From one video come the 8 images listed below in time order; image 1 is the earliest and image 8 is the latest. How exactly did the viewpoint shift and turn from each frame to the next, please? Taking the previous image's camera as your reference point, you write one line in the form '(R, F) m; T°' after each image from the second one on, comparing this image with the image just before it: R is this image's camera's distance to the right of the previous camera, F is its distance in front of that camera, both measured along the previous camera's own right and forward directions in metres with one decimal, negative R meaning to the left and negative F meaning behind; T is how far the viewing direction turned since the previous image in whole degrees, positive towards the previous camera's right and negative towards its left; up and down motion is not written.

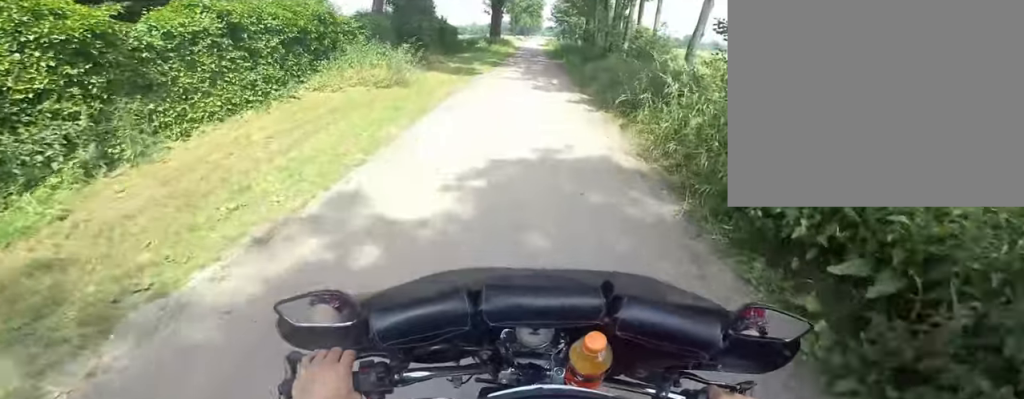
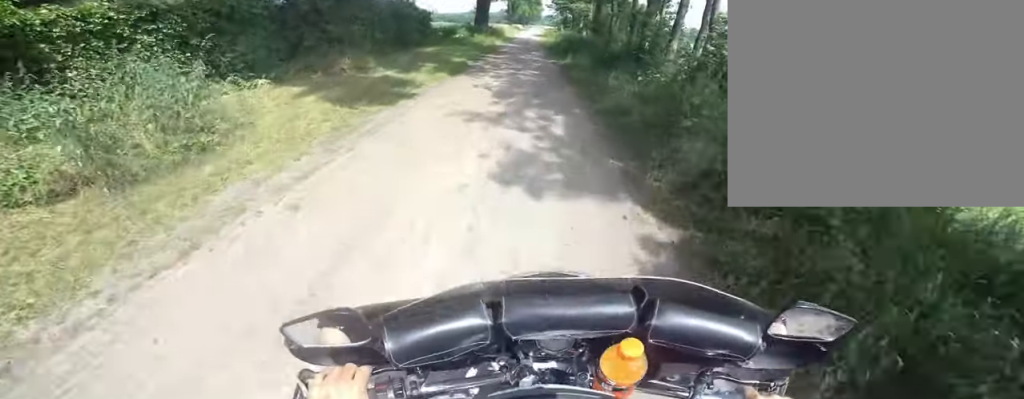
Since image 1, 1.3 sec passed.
(0.0, +6.4) m; 0°
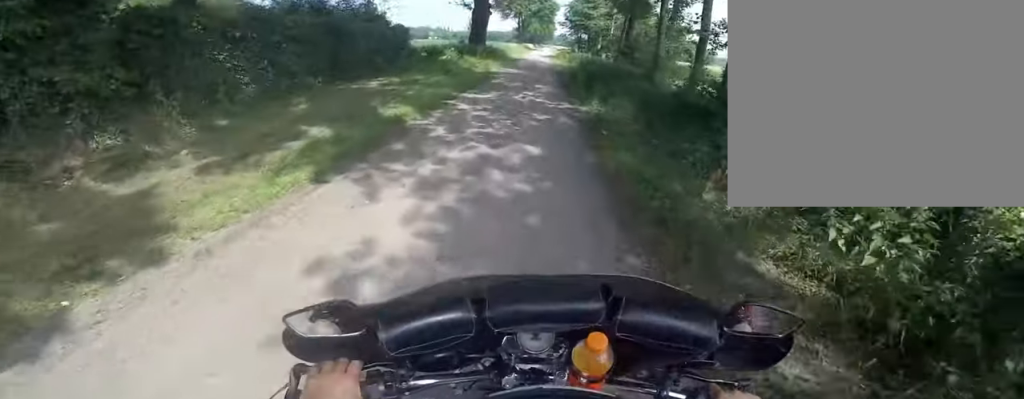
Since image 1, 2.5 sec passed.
(0.0, +6.1) m; 0°
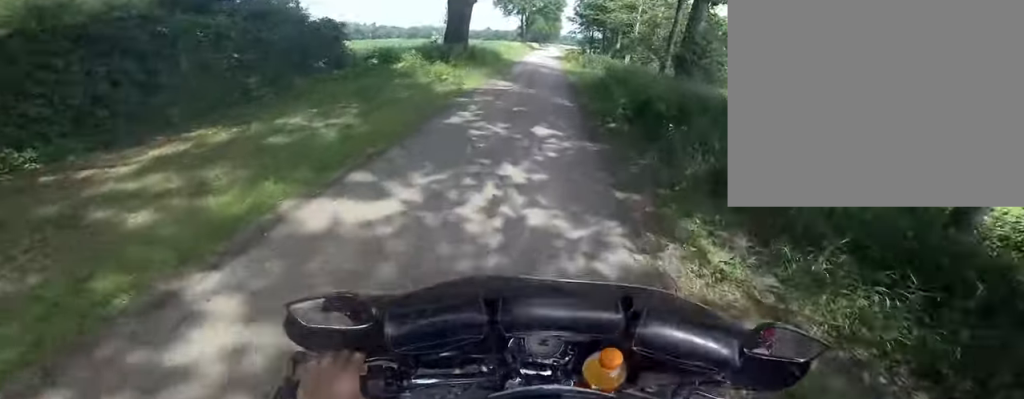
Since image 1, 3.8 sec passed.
(-0.1, +6.8) m; -3°
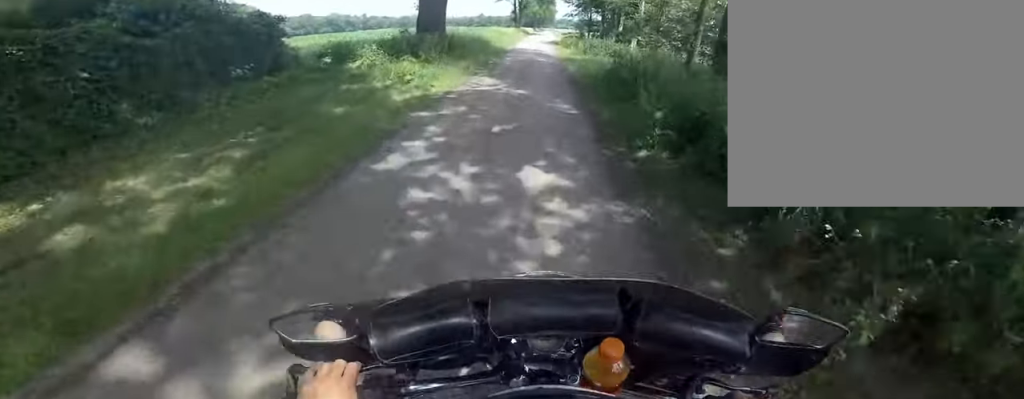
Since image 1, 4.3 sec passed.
(-0.1, +2.6) m; -1°
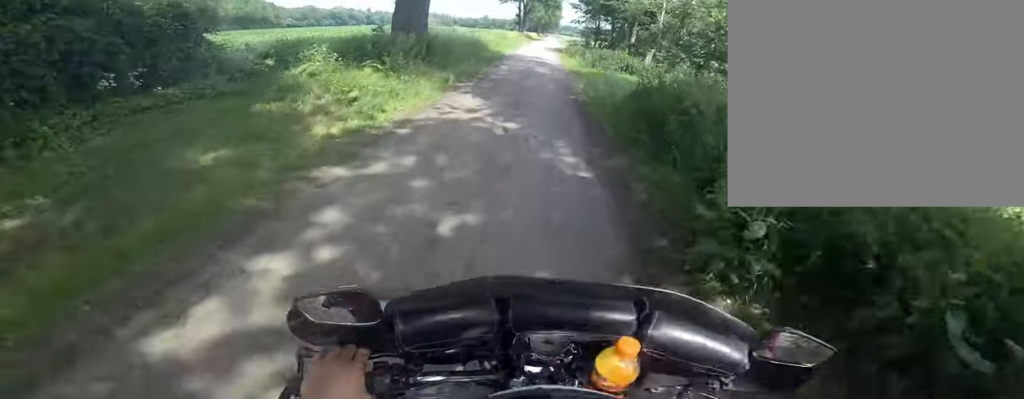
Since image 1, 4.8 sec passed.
(0.0, +2.7) m; 0°
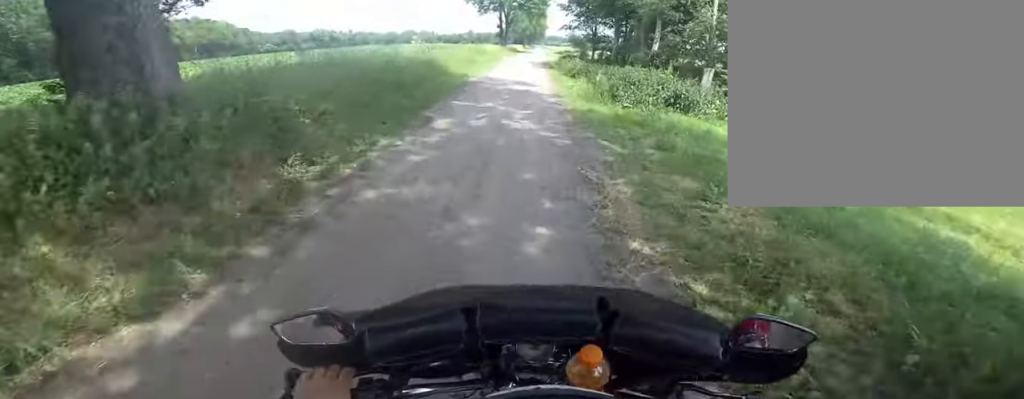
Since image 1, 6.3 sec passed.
(0.0, +7.9) m; 0°
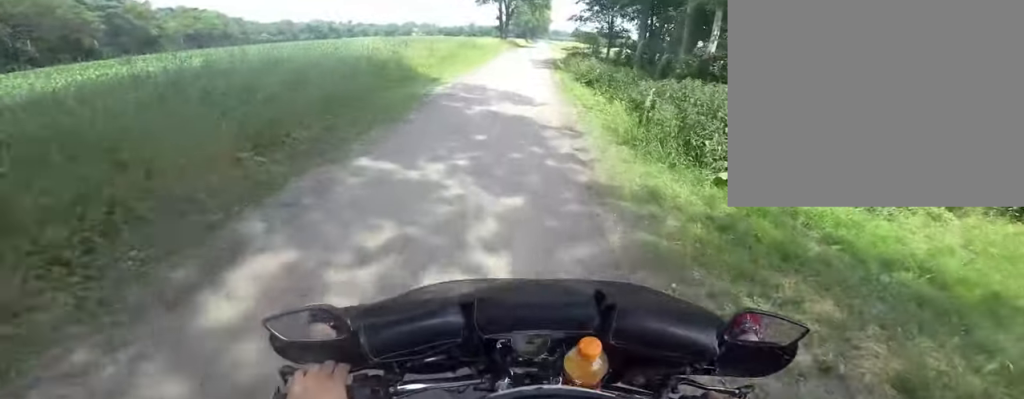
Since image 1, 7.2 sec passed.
(0.0, +5.1) m; +2°
